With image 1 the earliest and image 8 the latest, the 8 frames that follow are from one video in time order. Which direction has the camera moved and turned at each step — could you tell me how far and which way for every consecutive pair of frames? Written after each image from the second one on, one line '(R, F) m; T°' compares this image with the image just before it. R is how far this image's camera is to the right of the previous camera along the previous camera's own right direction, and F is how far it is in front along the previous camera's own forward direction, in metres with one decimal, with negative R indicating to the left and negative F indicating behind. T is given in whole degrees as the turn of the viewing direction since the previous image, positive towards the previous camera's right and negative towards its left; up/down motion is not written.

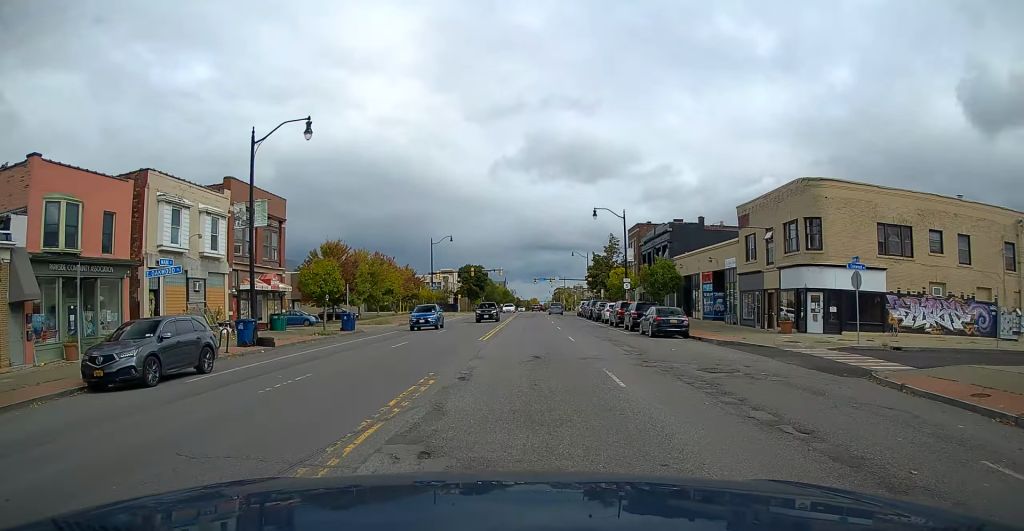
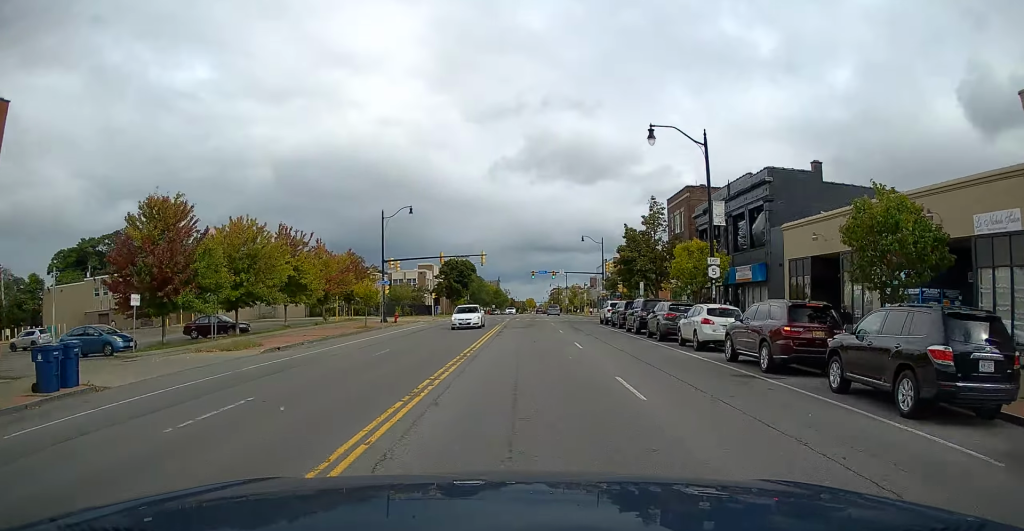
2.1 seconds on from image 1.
(+0.3, +29.8) m; +1°
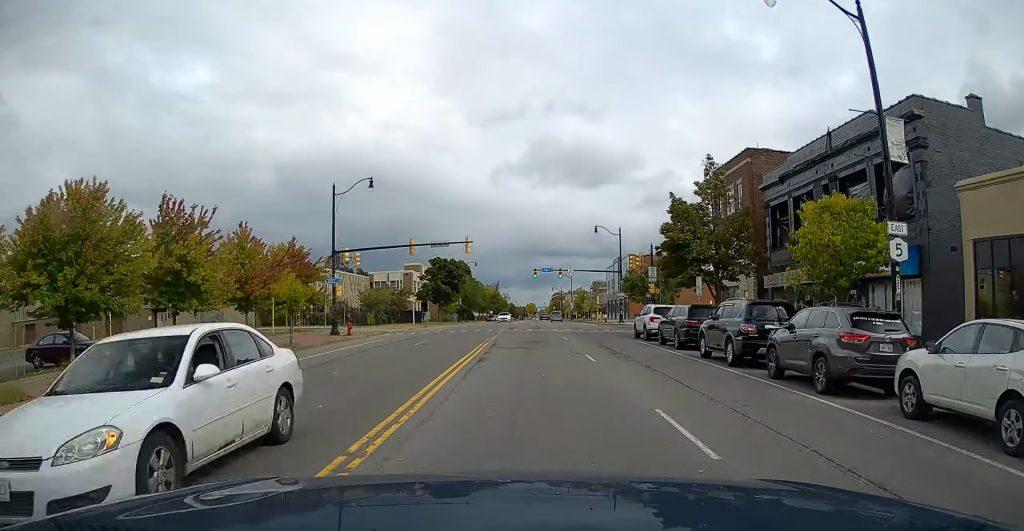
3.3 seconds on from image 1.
(0.0, +16.7) m; 0°
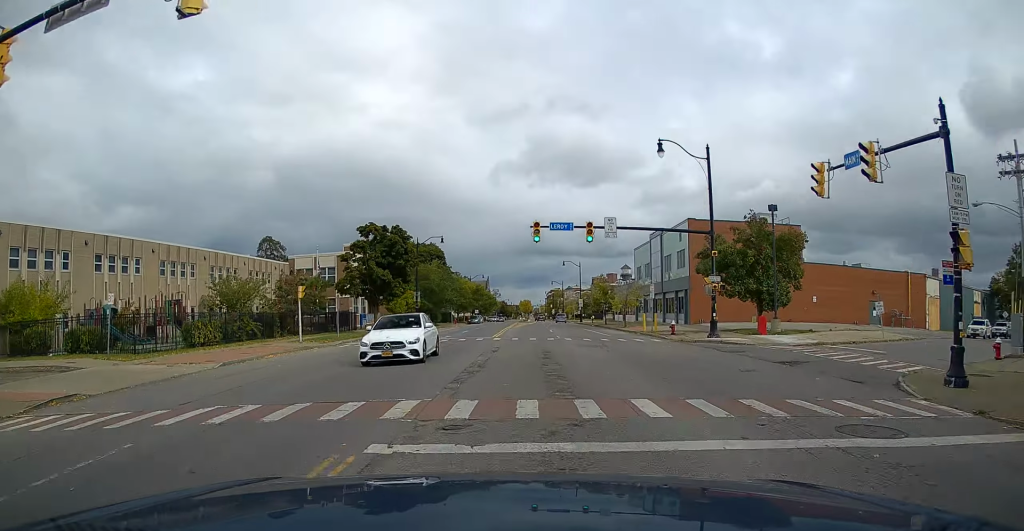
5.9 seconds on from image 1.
(+0.2, +37.1) m; +1°
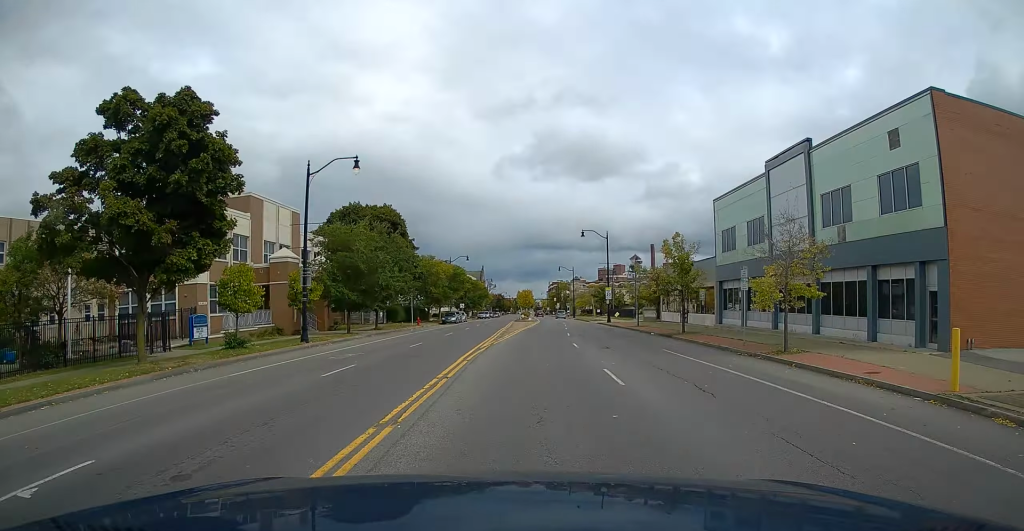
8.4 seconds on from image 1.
(+0.4, +36.4) m; +1°
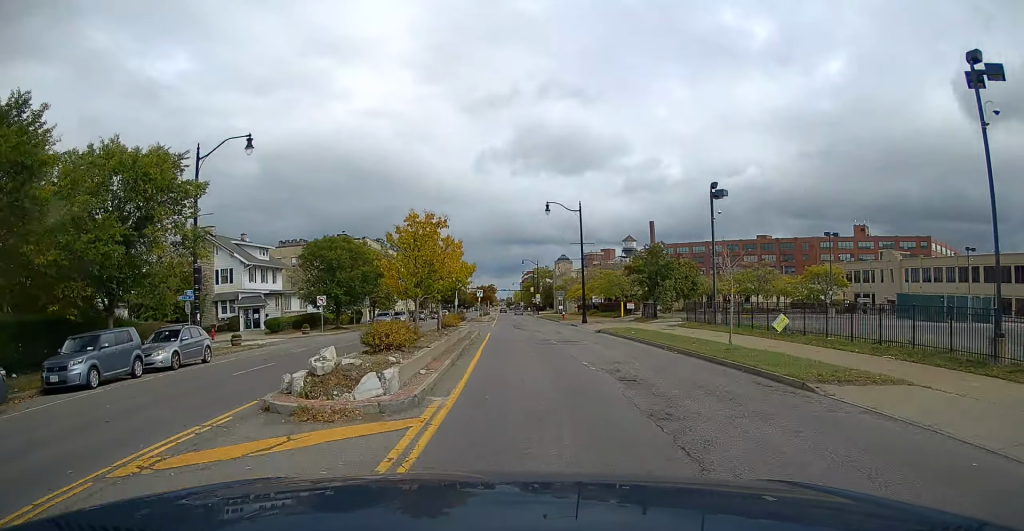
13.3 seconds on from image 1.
(+0.5, +73.0) m; 0°
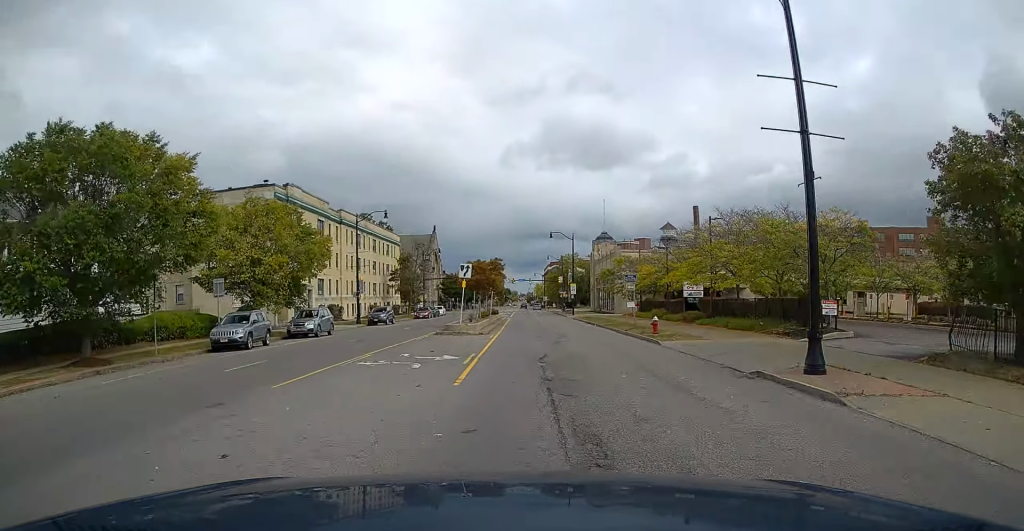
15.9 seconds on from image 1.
(-0.2, +39.3) m; -1°
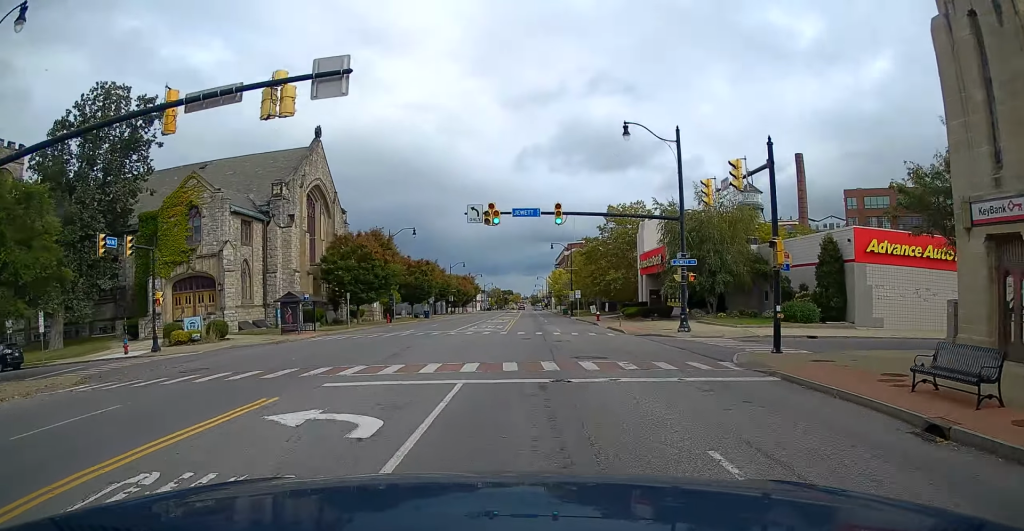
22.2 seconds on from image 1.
(-1.1, +94.3) m; 0°
